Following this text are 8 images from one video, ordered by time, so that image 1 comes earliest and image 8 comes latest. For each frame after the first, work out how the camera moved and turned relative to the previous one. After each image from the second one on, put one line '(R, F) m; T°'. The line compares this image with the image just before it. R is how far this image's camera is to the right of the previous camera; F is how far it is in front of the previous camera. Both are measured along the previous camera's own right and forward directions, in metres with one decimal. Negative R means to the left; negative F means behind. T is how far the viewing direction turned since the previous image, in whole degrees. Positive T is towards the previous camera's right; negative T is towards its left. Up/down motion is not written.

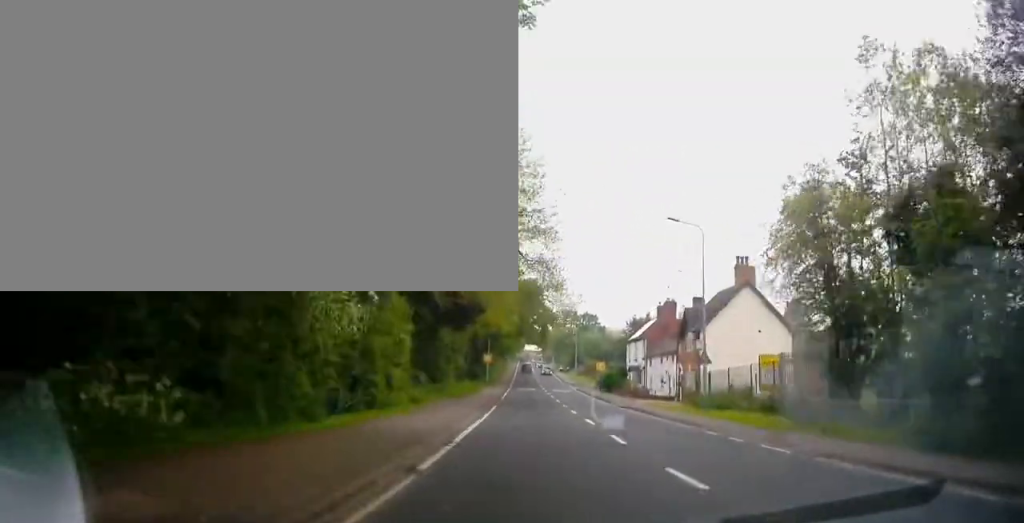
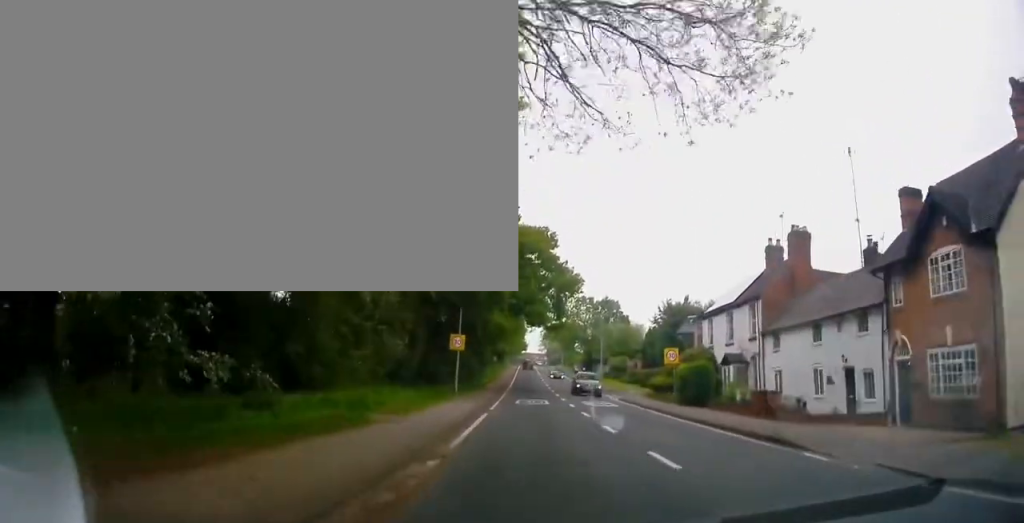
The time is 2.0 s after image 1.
(-0.4, +28.7) m; +1°
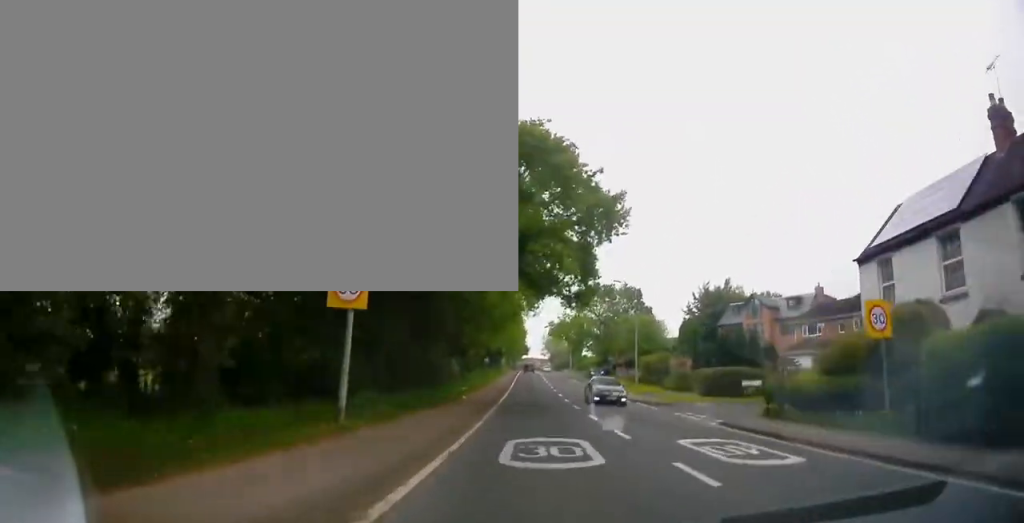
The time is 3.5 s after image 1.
(+0.5, +20.8) m; 0°
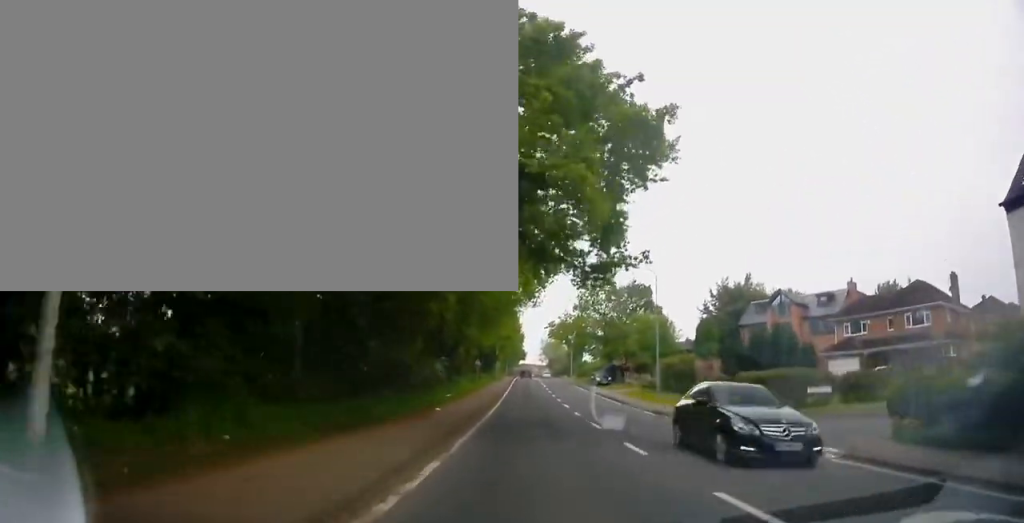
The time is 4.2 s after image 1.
(-0.1, +8.5) m; -2°
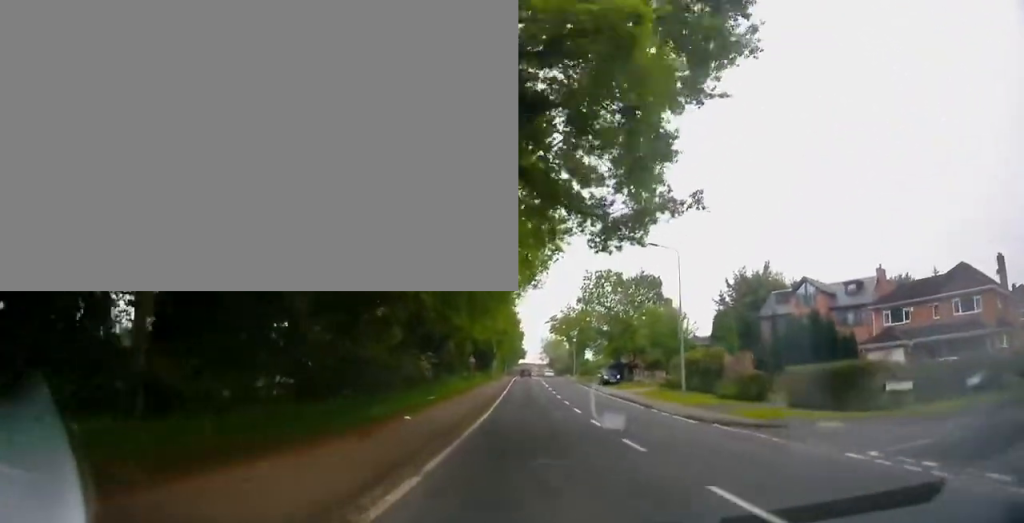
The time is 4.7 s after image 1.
(-0.1, +5.9) m; +1°
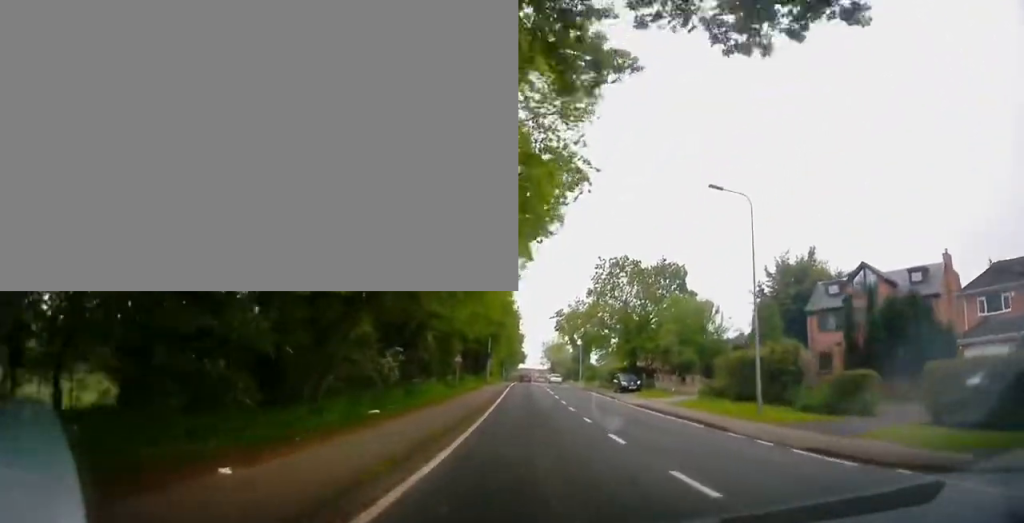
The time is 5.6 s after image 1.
(+0.1, +10.3) m; 0°
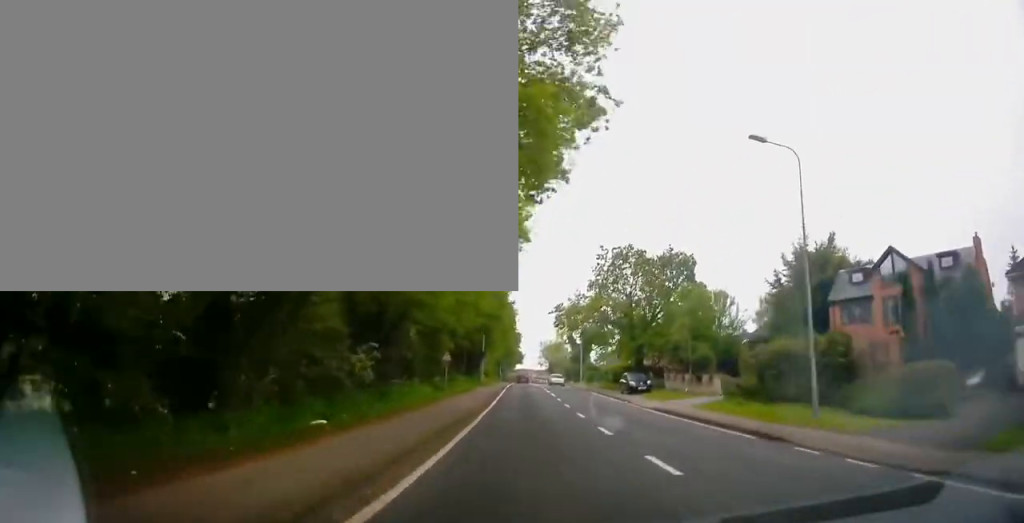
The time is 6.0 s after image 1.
(+0.2, +4.5) m; 0°
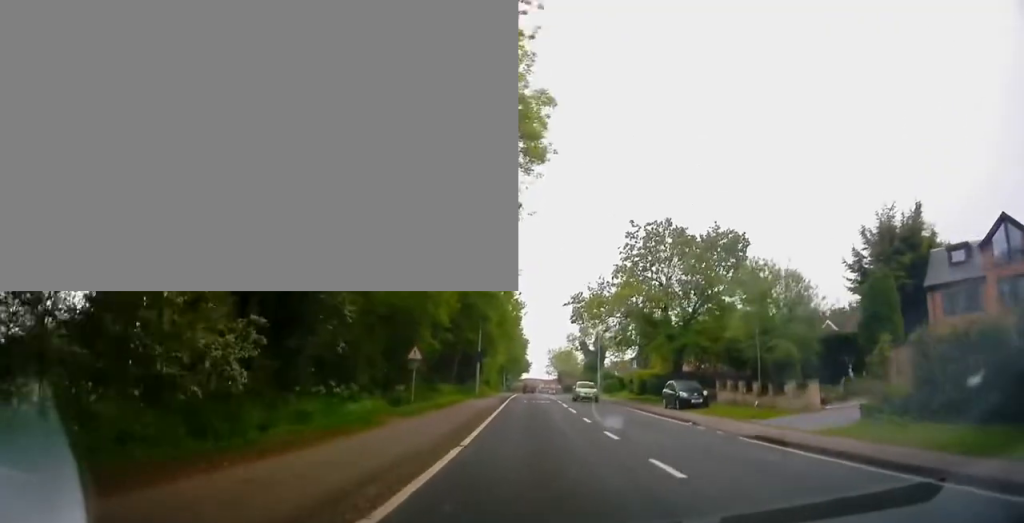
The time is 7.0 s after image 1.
(-0.6, +10.8) m; -4°
